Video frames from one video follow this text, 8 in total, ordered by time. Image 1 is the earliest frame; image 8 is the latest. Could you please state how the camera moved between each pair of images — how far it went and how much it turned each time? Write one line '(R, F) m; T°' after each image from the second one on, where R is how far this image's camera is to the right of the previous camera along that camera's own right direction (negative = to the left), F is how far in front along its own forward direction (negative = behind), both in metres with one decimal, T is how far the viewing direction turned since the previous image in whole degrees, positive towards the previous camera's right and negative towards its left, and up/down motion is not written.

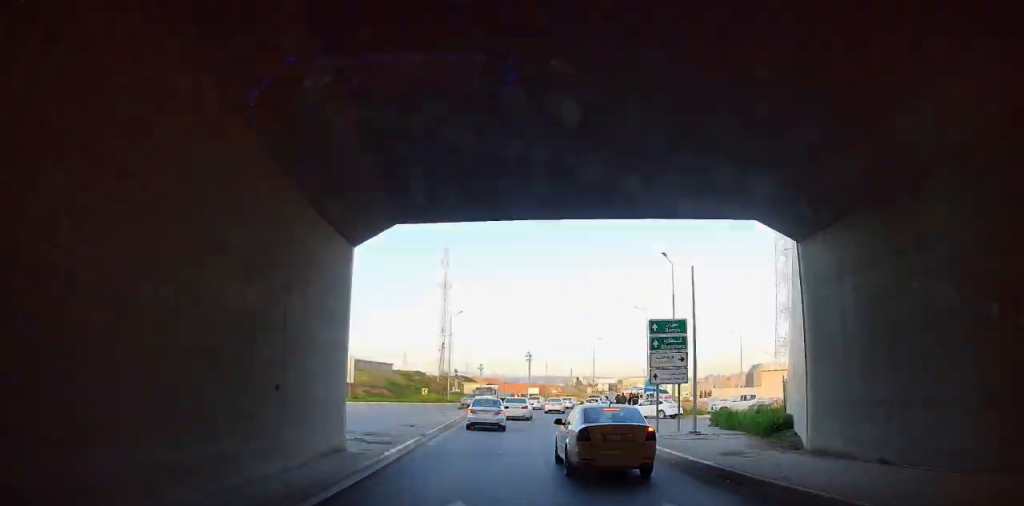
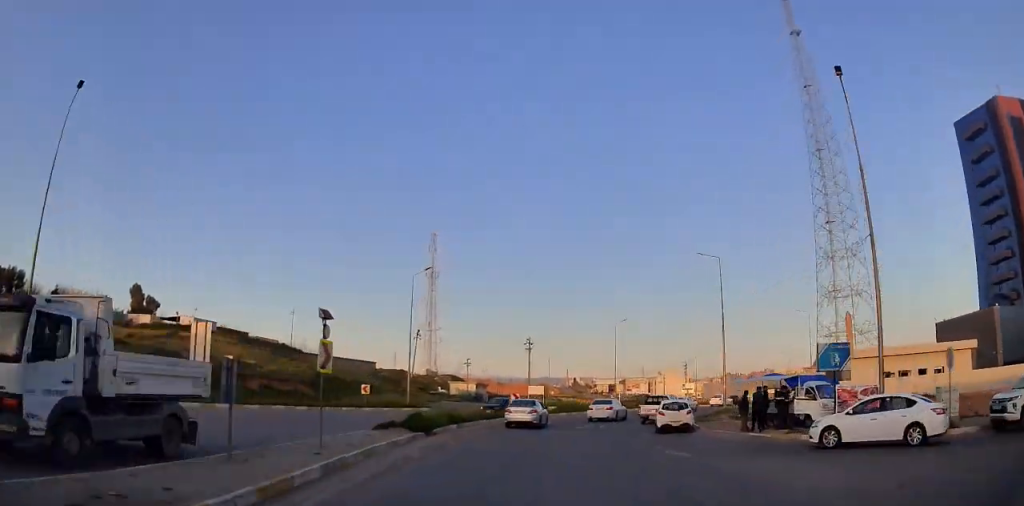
(+1.8, +30.6) m; +8°
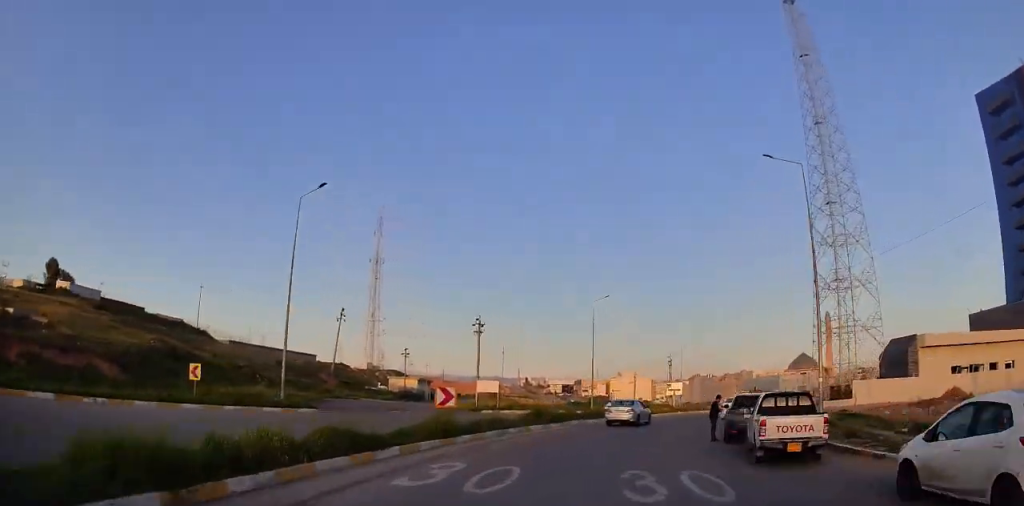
(+0.8, +24.5) m; +12°
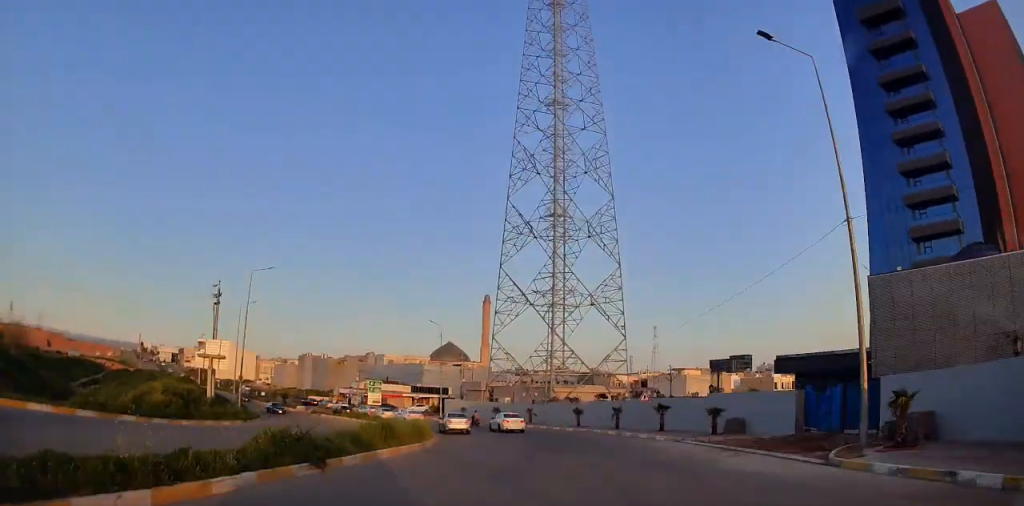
(+16.4, +53.8) m; +21°
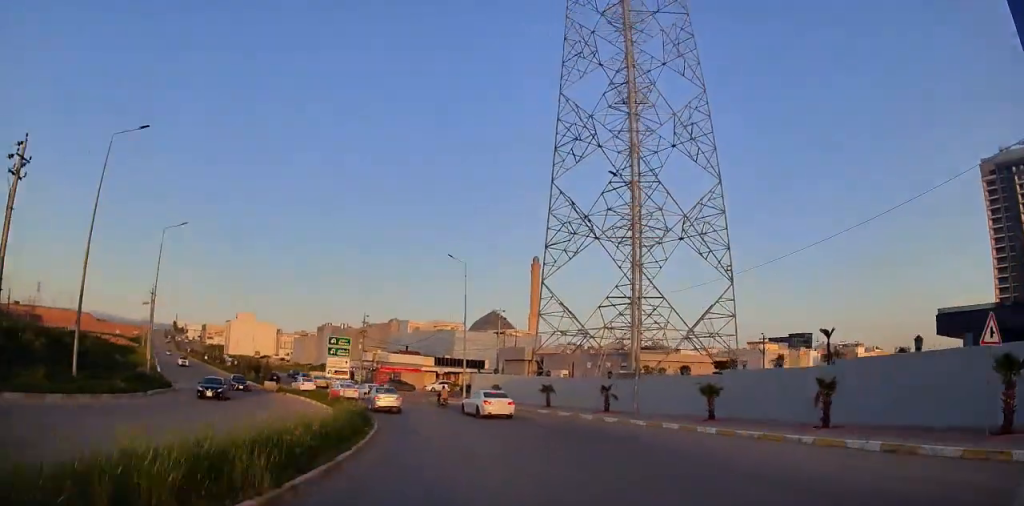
(-0.4, +21.6) m; -6°
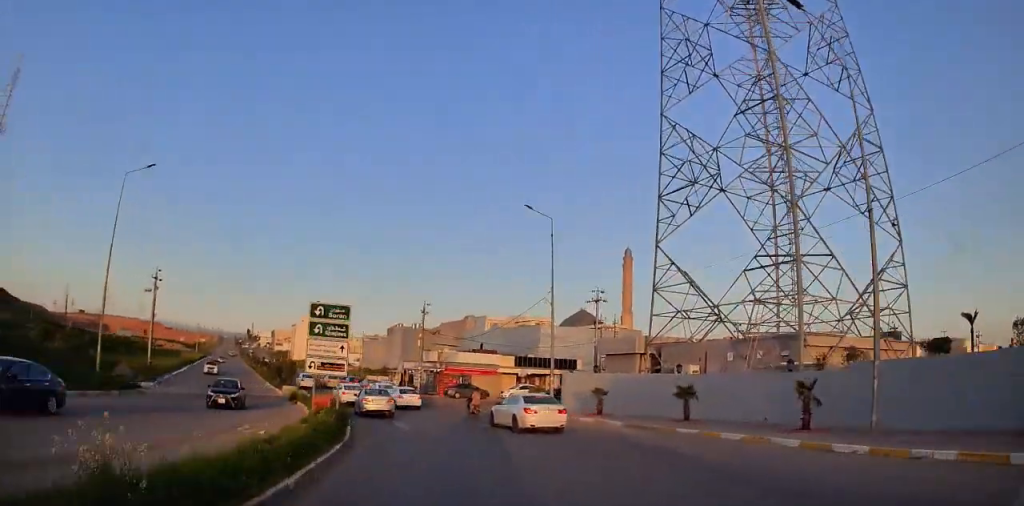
(+0.3, +13.6) m; -6°
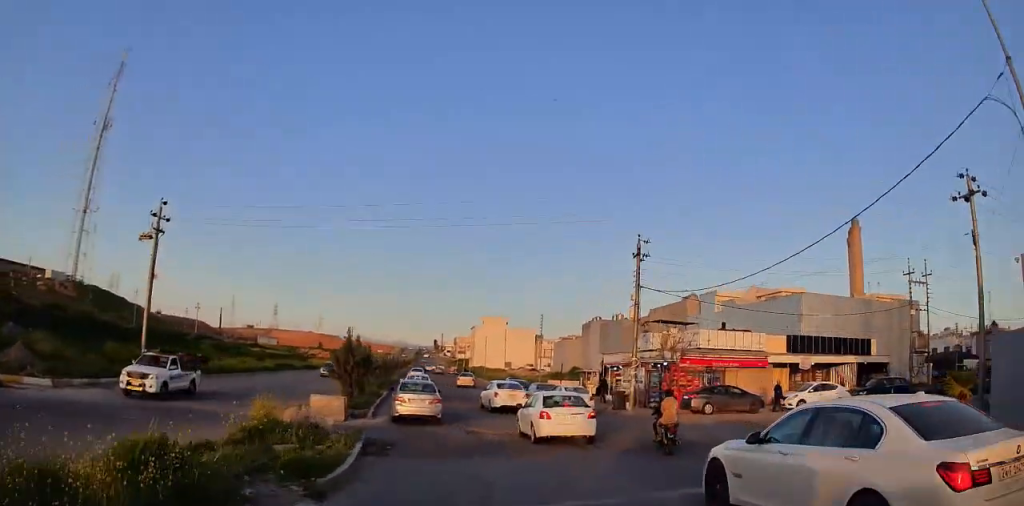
(-4.3, +25.9) m; -15°
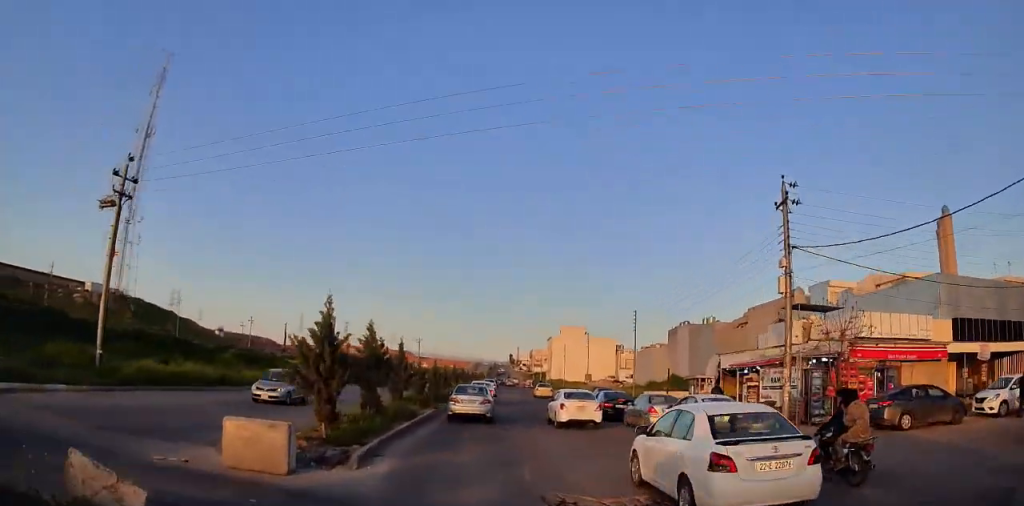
(-1.2, +12.5) m; -6°
